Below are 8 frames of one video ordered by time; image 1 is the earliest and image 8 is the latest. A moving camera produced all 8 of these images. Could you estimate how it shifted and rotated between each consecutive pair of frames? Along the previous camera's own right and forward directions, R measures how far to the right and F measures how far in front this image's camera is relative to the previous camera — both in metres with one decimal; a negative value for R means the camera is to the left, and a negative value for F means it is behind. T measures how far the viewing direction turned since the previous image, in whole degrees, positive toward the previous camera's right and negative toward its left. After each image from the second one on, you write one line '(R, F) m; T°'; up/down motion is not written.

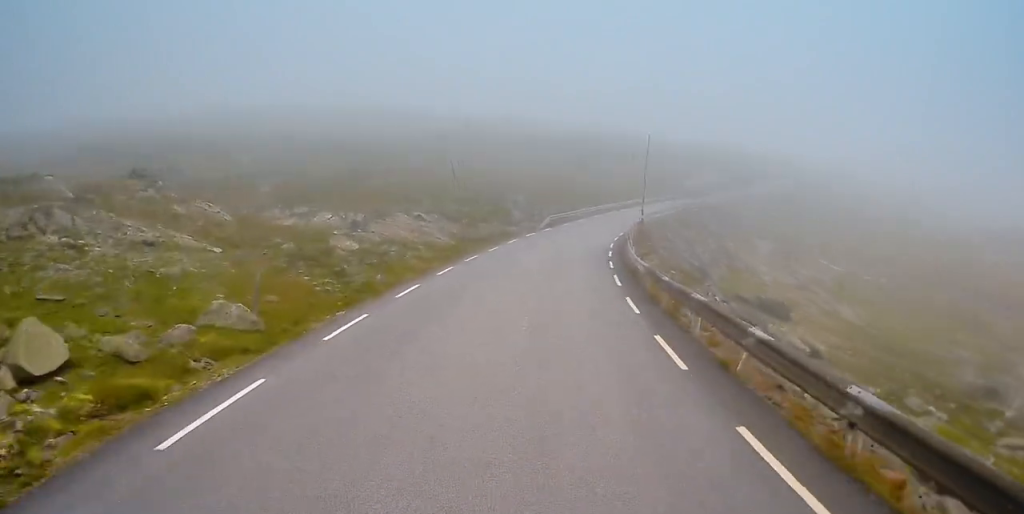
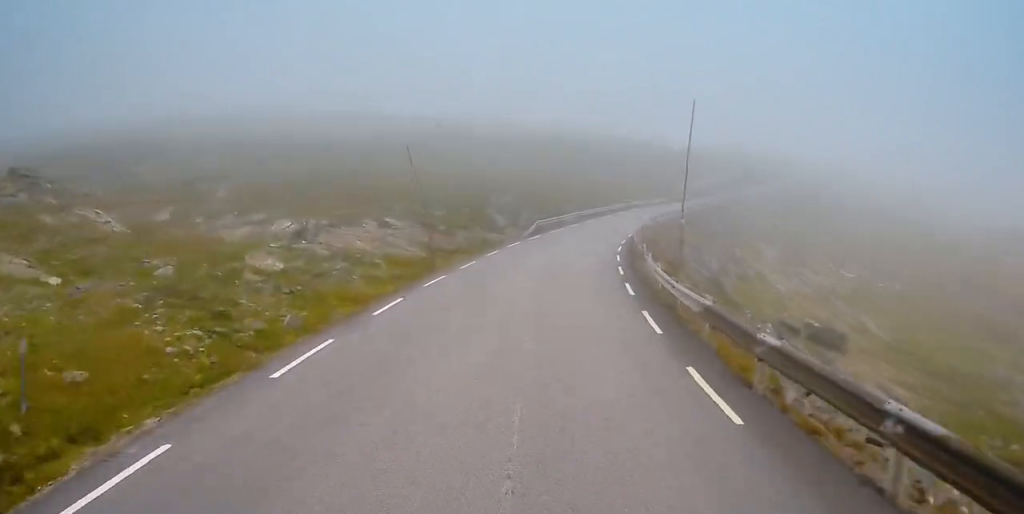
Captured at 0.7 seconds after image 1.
(+0.2, +8.8) m; +2°
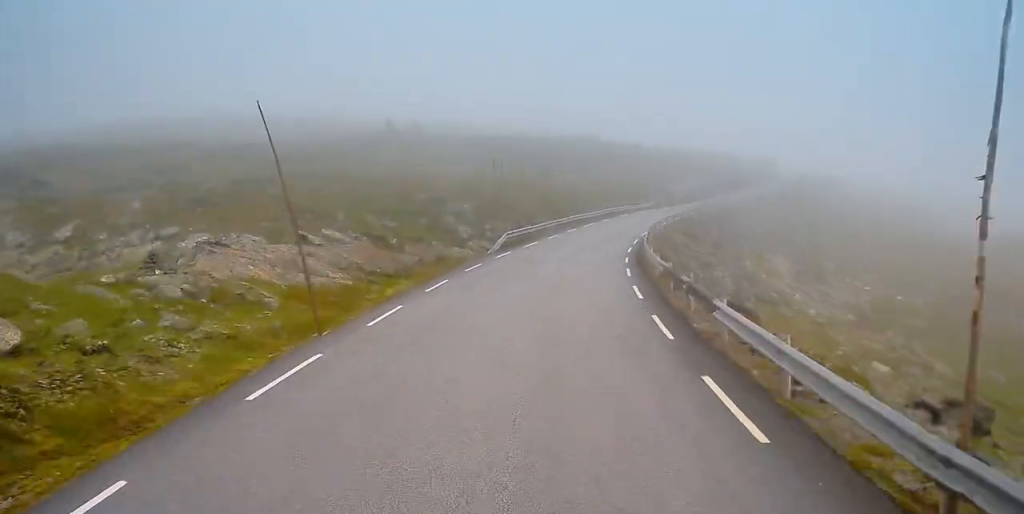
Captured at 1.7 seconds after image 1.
(+0.1, +12.7) m; +2°
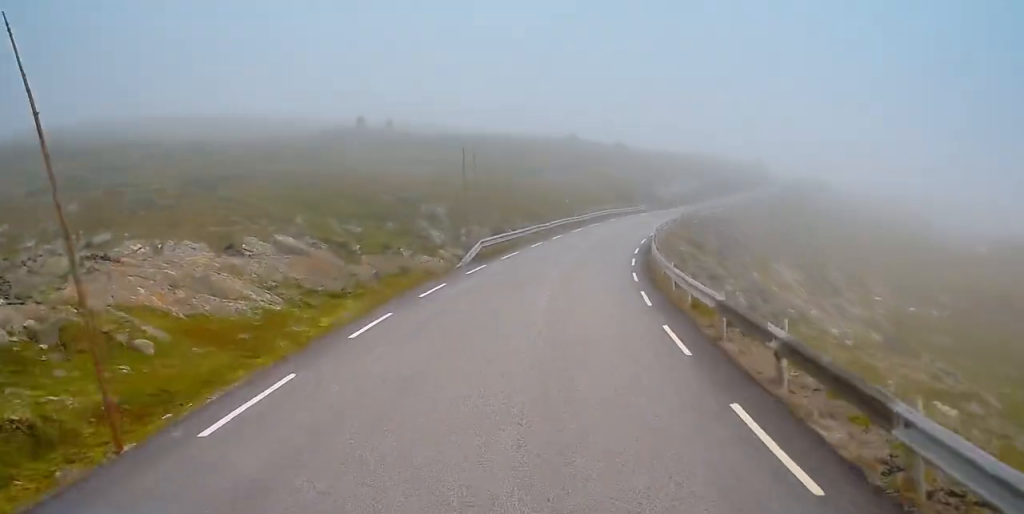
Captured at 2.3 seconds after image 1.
(0.0, +7.4) m; +2°
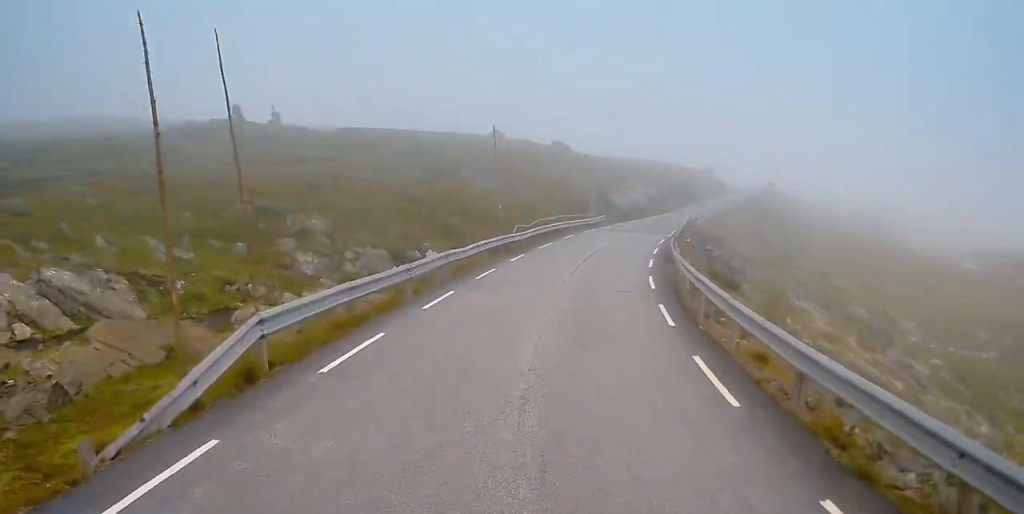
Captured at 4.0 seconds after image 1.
(+1.2, +21.1) m; +6°
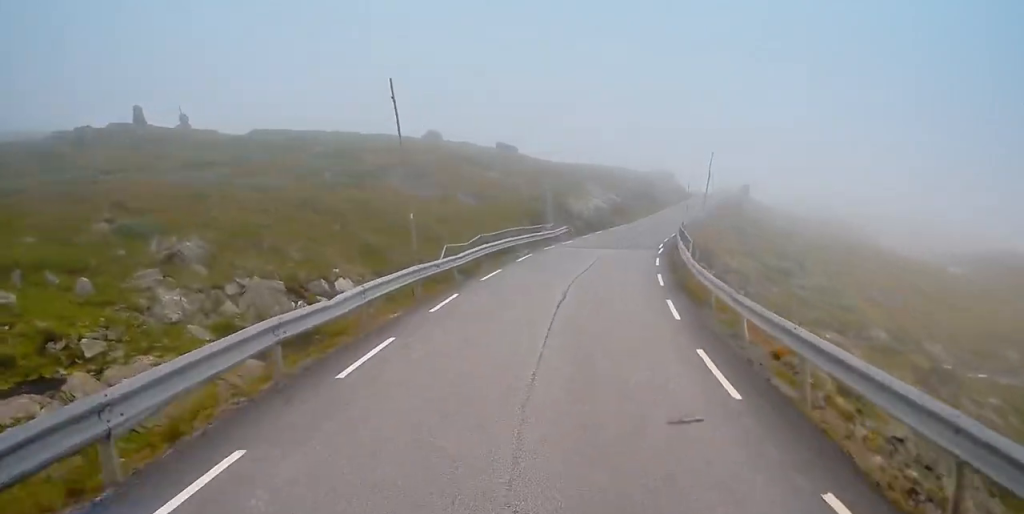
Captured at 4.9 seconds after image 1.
(+0.3, +12.0) m; +4°
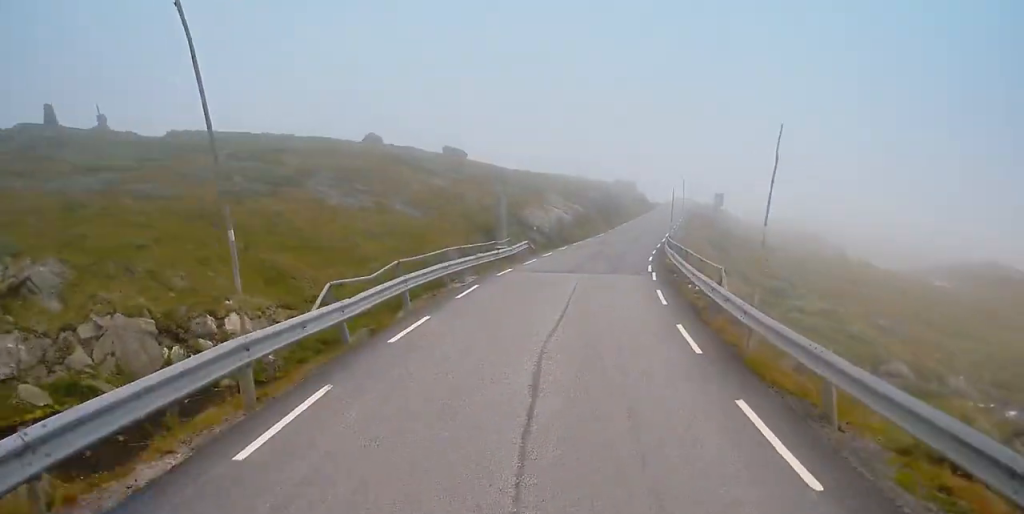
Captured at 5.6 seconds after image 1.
(+0.2, +8.9) m; +3°
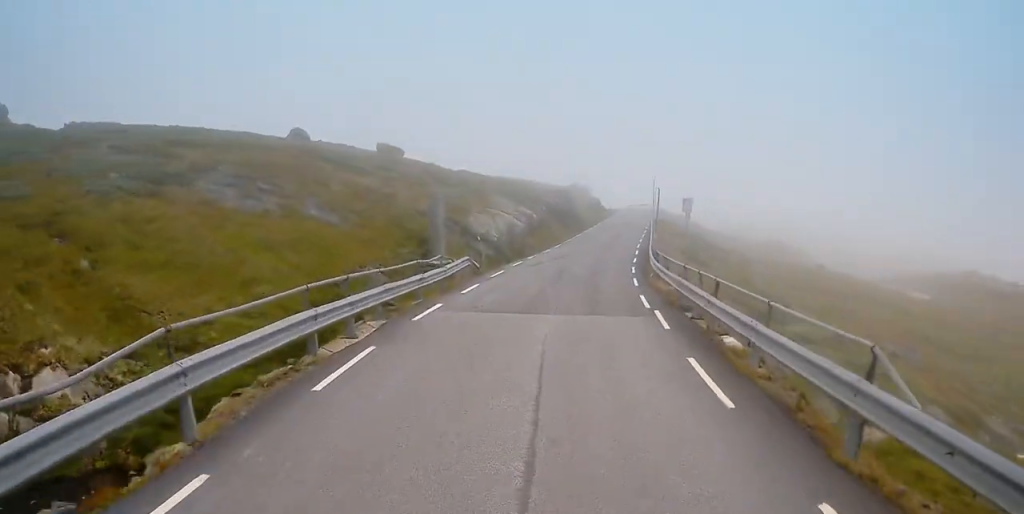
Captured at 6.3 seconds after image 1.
(+0.2, +9.1) m; +2°
